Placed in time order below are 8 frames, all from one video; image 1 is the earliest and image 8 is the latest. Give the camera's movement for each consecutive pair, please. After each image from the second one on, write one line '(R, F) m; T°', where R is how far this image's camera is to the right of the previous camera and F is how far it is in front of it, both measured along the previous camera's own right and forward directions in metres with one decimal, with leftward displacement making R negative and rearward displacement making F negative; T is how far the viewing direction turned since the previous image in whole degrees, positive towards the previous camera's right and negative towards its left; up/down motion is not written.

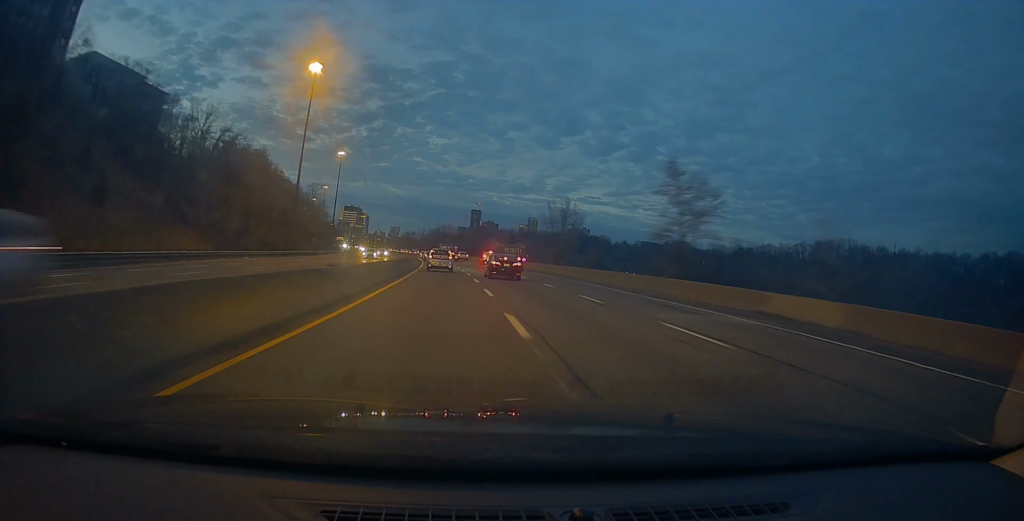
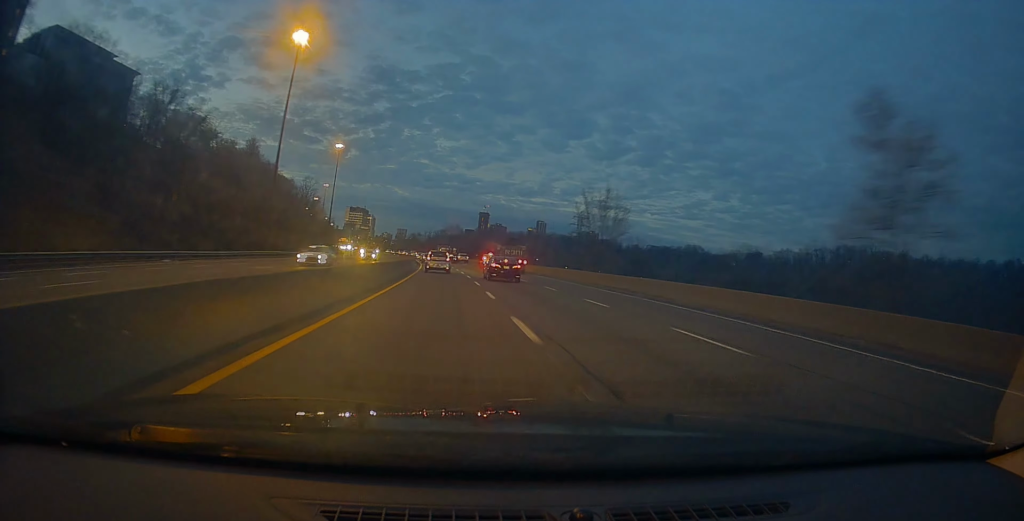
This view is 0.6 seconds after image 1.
(-0.3, +17.7) m; -1°
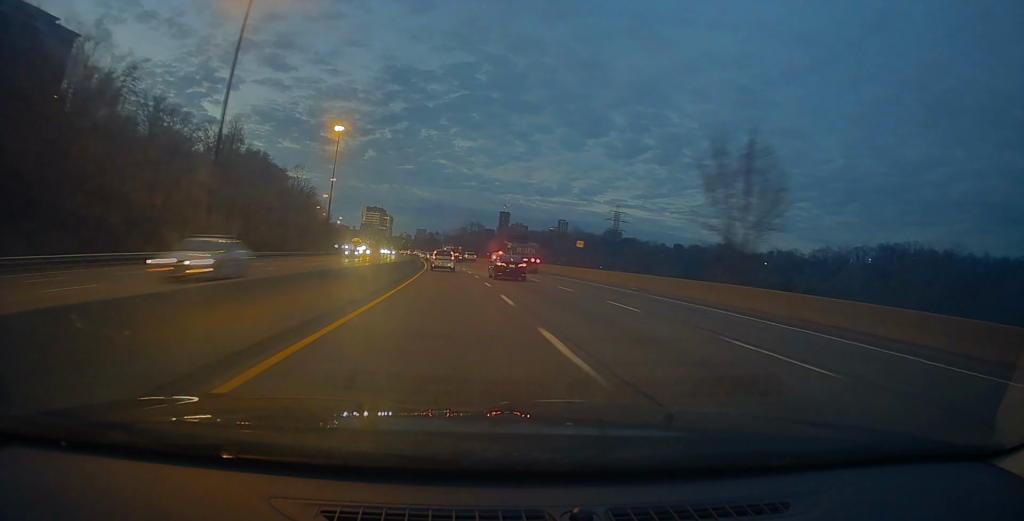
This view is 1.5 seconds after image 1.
(-0.2, +27.9) m; -1°
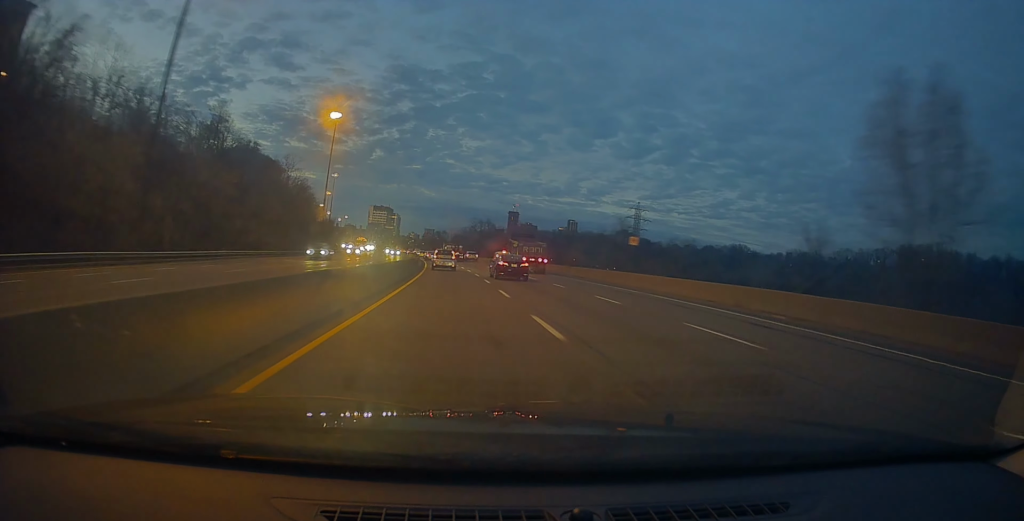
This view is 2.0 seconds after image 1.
(+0.1, +15.1) m; -1°
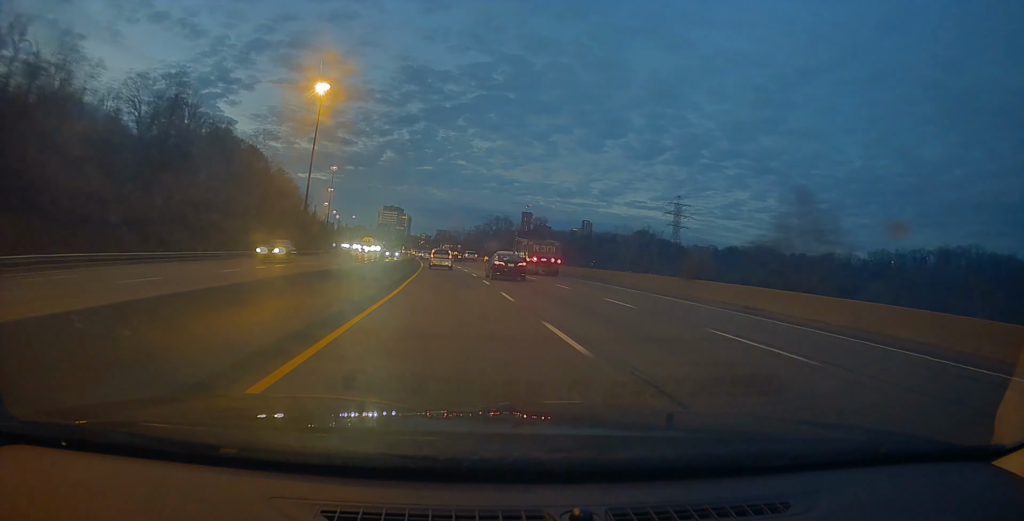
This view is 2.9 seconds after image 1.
(-0.7, +26.6) m; -1°
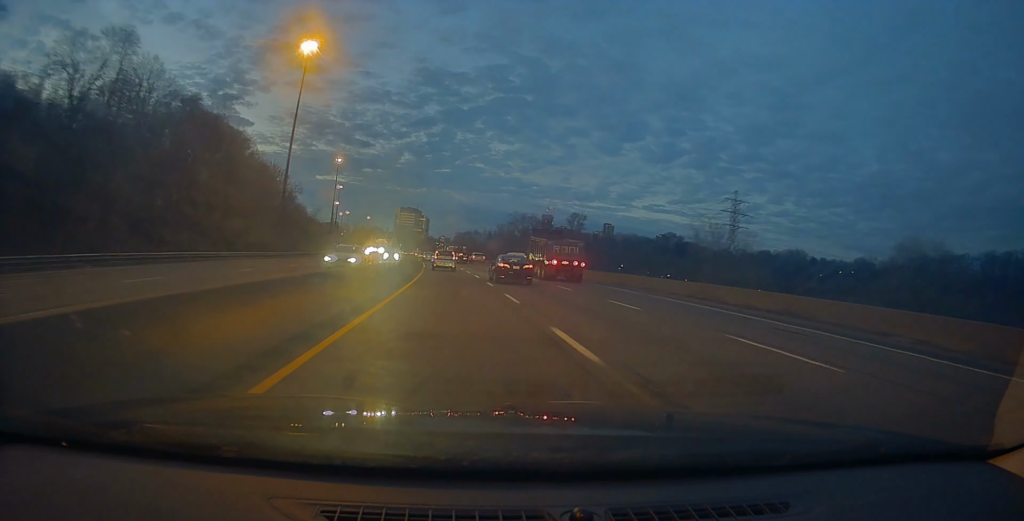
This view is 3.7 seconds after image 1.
(-0.1, +26.4) m; -1°
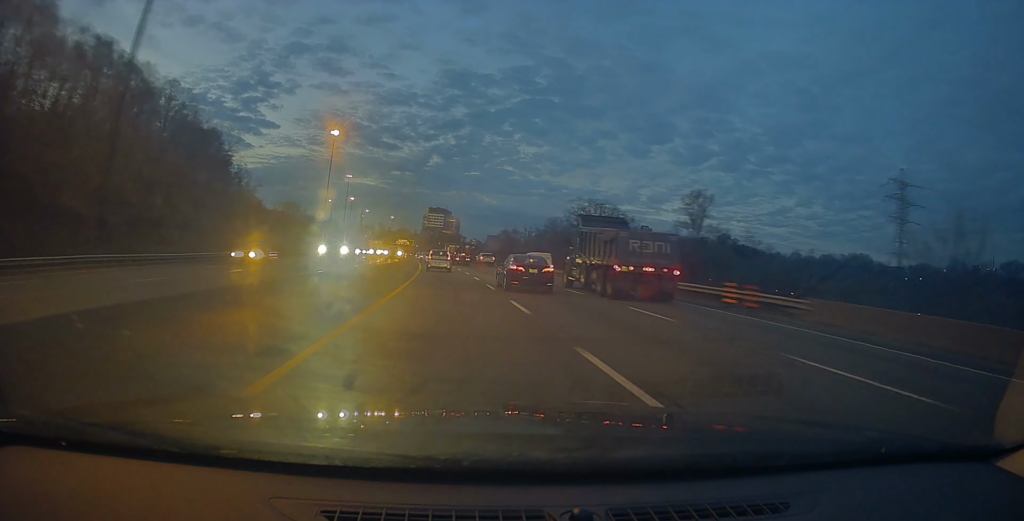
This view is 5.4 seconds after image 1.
(-1.6, +54.9) m; -4°
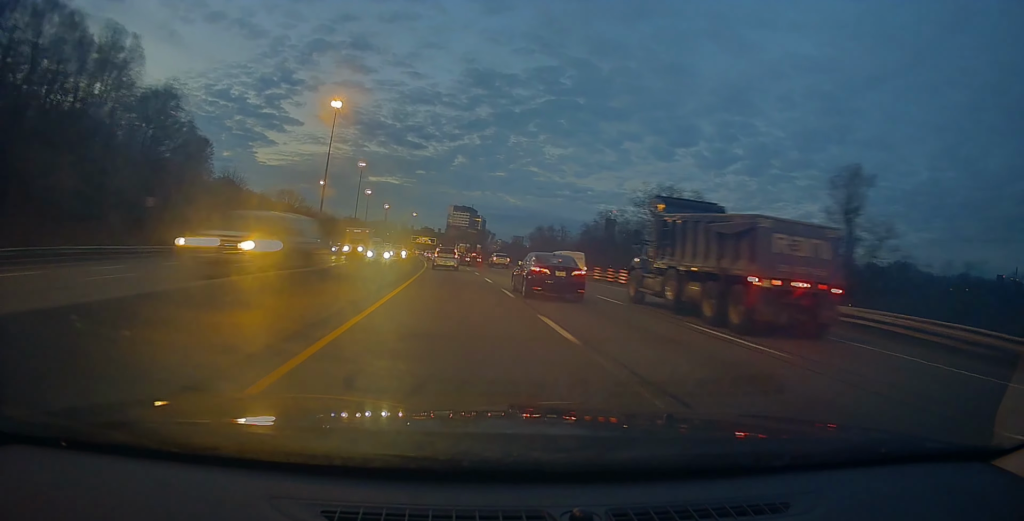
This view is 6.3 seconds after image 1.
(-0.5, +30.6) m; -2°
